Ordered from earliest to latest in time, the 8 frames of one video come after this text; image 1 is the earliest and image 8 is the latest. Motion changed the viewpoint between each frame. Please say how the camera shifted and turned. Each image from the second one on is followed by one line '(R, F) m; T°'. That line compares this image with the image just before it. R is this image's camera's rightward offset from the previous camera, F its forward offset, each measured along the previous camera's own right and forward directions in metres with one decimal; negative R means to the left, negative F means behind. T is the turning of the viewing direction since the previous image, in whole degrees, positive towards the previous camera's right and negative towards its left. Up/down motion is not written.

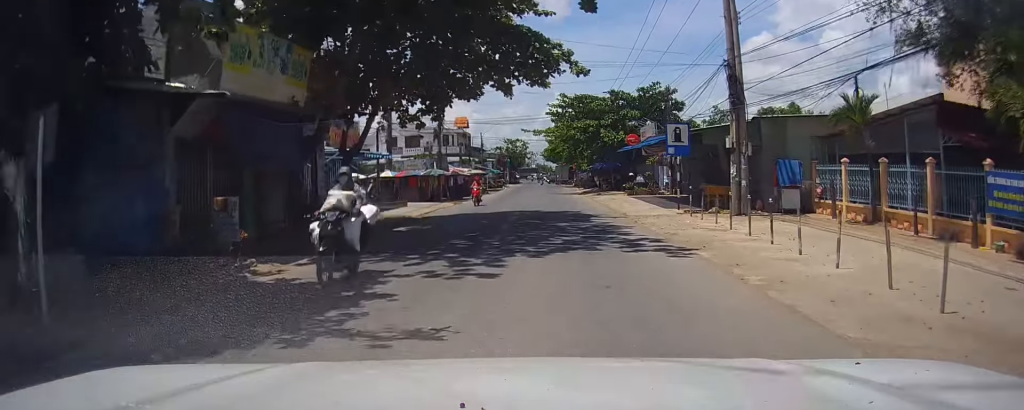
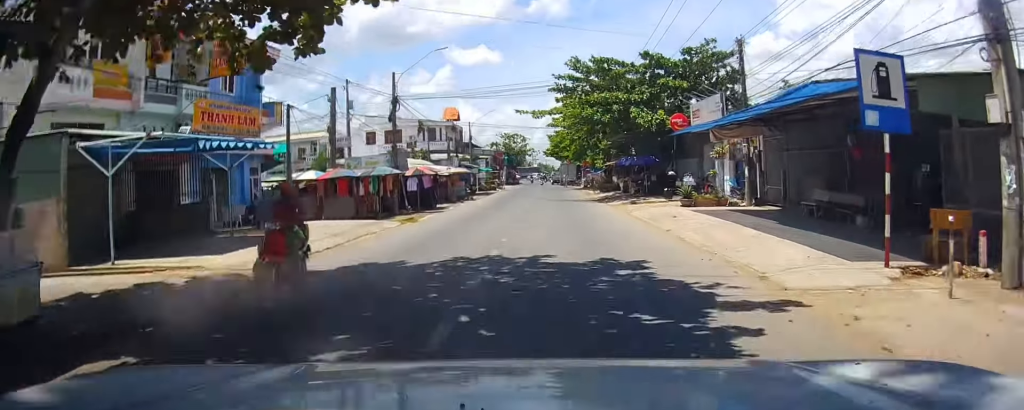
(-0.5, +14.9) m; -1°
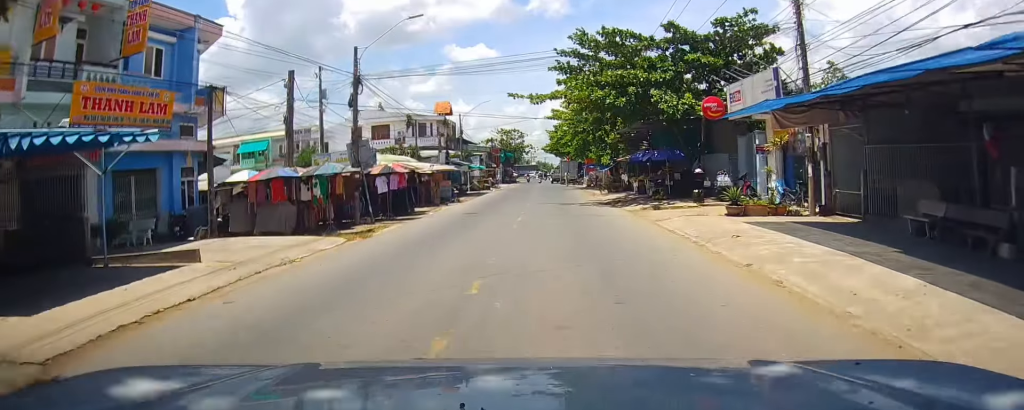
(+0.1, +6.5) m; 0°
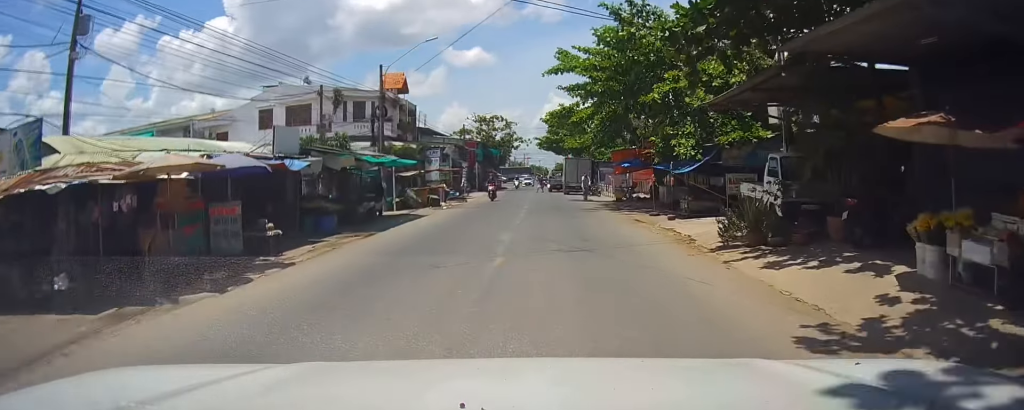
(-0.7, +29.5) m; -1°
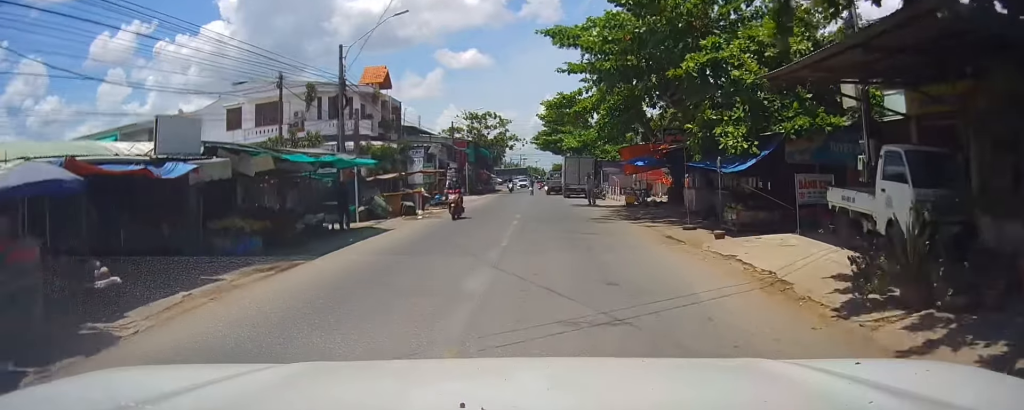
(+0.1, +5.8) m; -1°
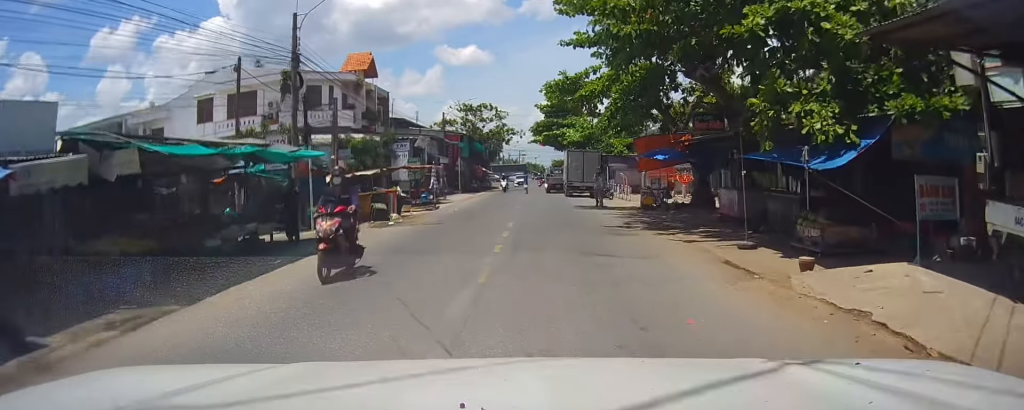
(+0.2, +5.2) m; -1°
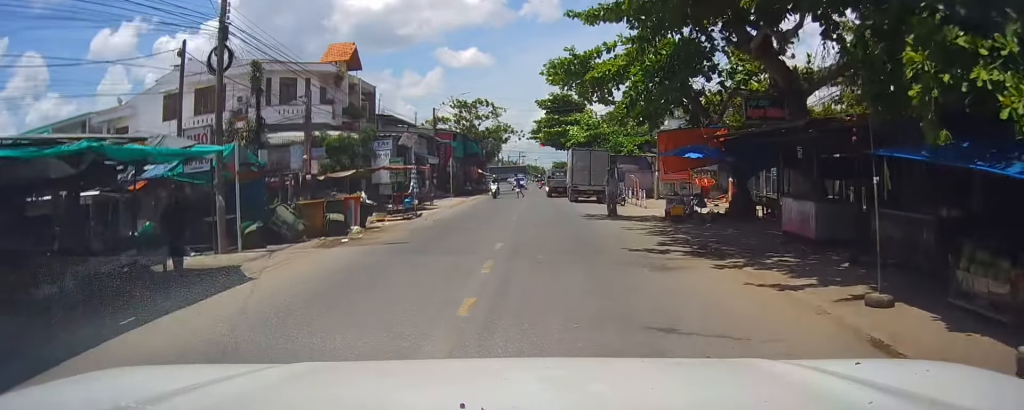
(-0.3, +5.1) m; -2°
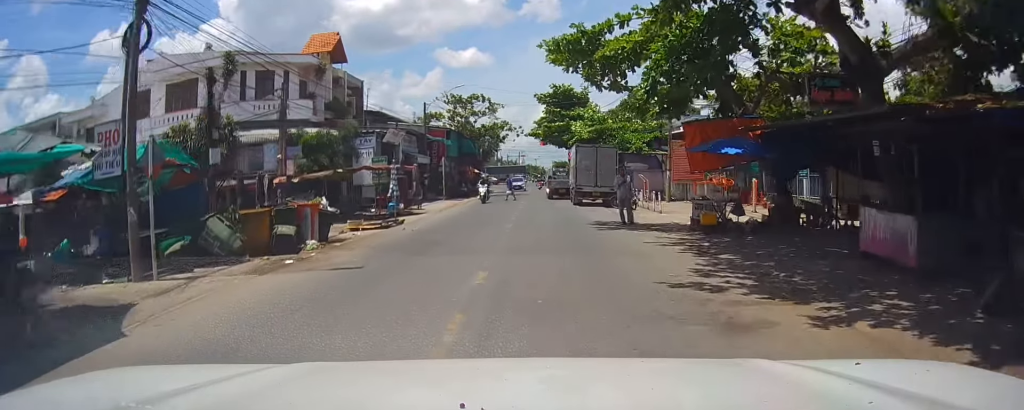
(-0.1, +4.0) m; -1°
